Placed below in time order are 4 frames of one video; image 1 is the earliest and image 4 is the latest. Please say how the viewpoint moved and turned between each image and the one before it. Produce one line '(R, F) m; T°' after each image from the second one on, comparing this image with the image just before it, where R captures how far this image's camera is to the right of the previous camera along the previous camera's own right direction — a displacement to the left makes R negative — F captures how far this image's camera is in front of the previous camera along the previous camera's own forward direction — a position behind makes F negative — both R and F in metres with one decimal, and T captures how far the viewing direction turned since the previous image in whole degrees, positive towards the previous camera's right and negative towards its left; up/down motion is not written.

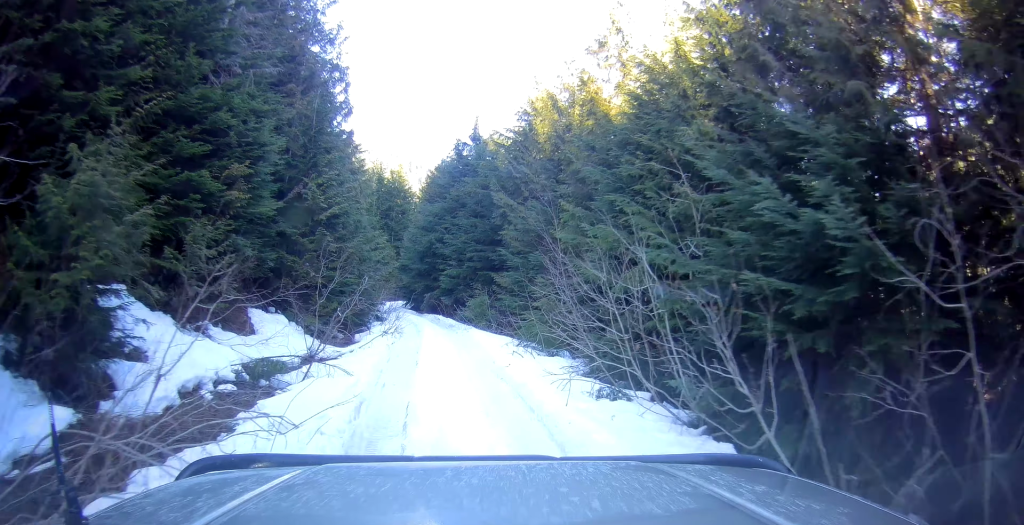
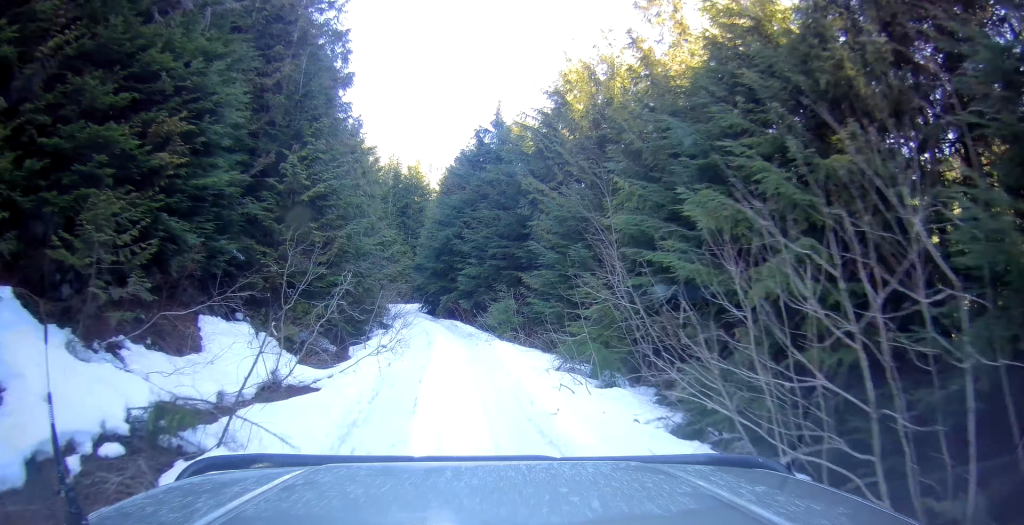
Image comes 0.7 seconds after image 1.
(0.0, +4.4) m; 0°
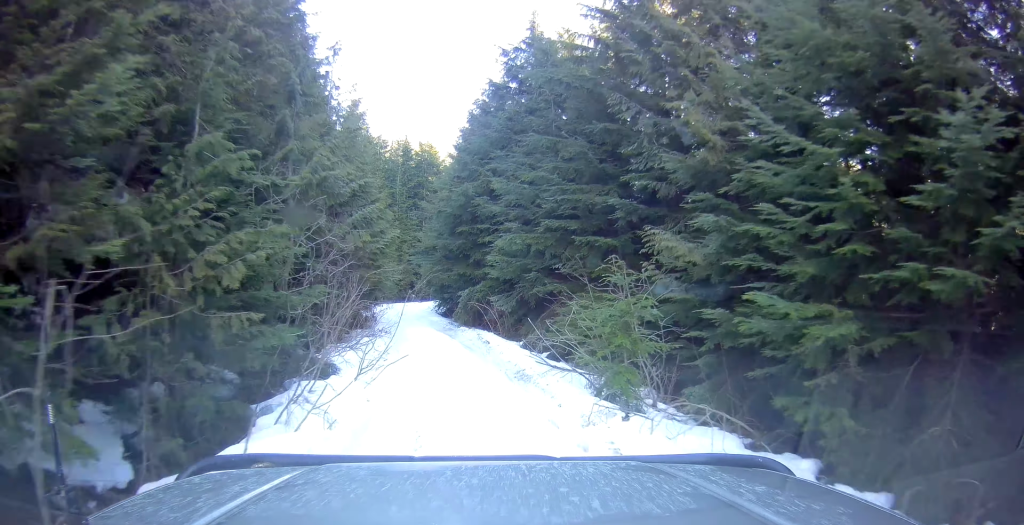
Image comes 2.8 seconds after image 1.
(0.0, +13.0) m; -1°
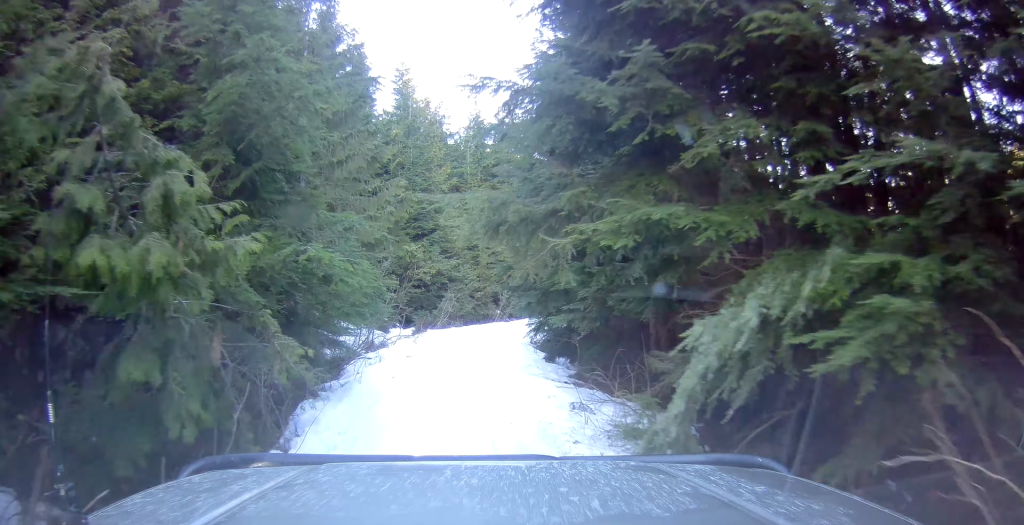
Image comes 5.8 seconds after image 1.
(-2.1, +17.2) m; -5°
